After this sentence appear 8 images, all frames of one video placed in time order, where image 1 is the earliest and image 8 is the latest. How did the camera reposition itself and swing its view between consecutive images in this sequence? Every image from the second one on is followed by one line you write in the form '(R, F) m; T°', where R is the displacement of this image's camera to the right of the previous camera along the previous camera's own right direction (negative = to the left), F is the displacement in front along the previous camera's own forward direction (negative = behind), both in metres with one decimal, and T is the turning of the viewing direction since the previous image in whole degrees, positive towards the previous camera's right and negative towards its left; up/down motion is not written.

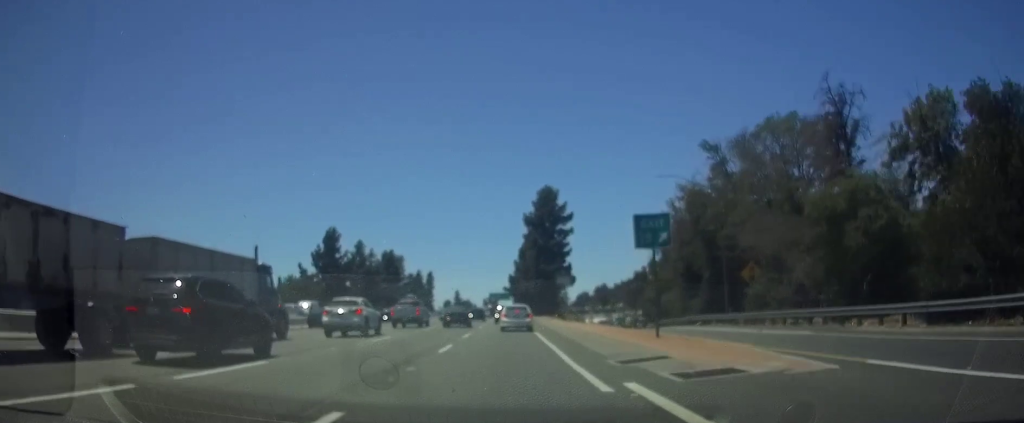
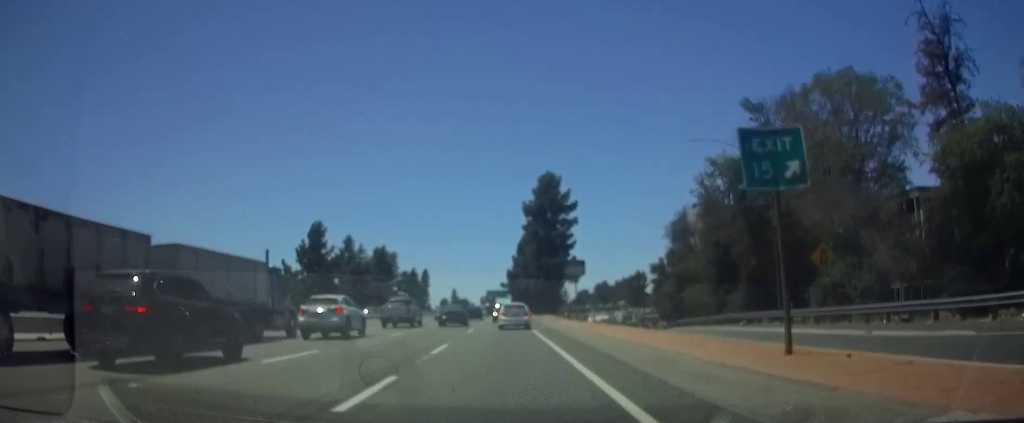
(-0.1, +10.4) m; 0°
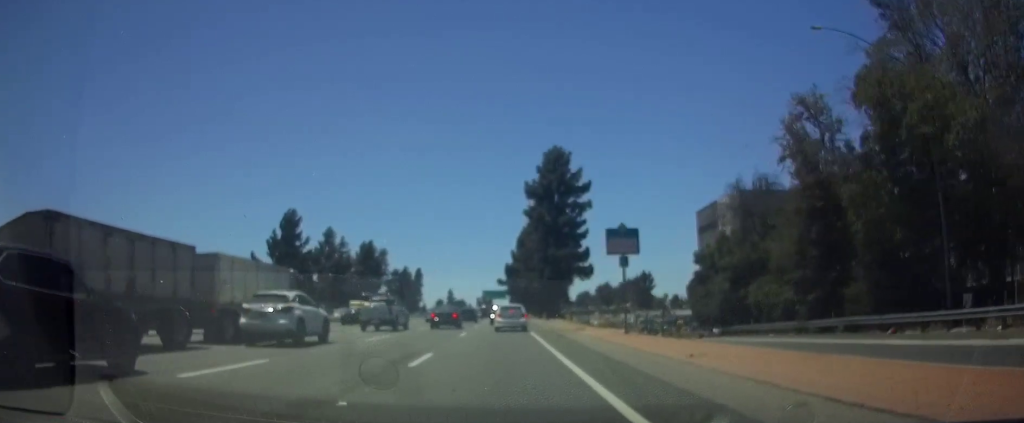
(0.0, +17.6) m; 0°
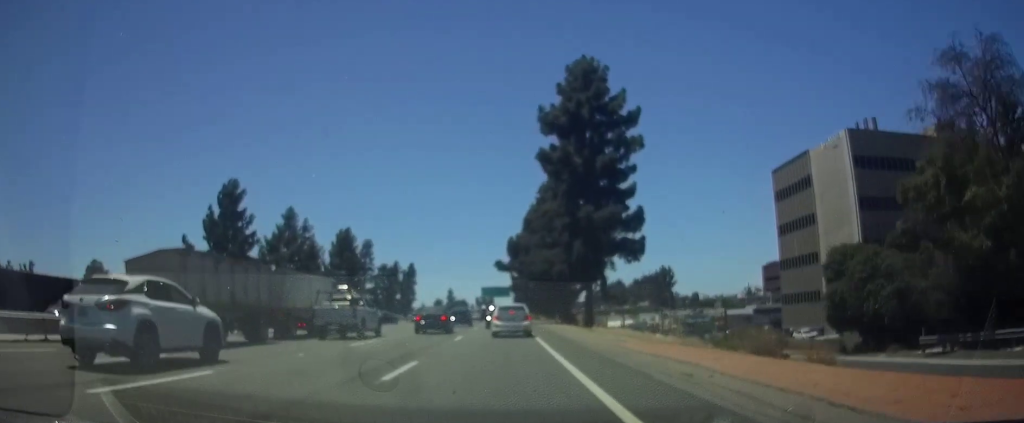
(-0.5, +29.3) m; -1°
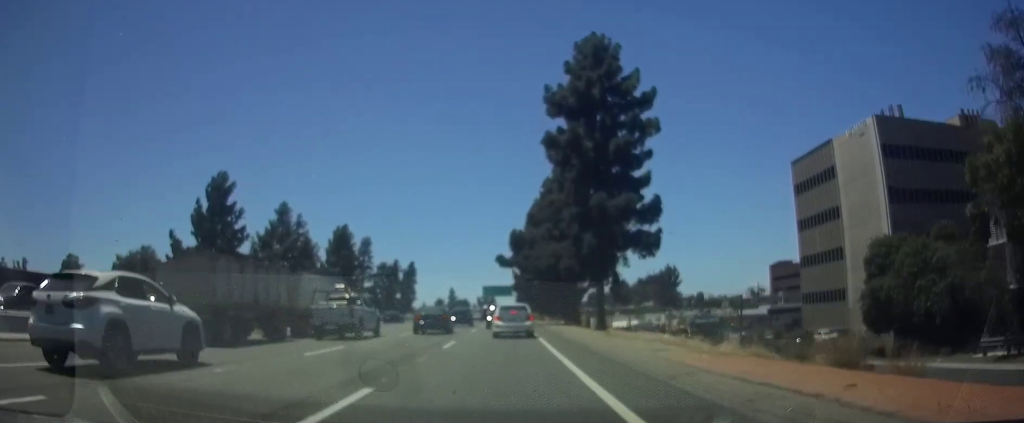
(0.0, +4.7) m; 0°
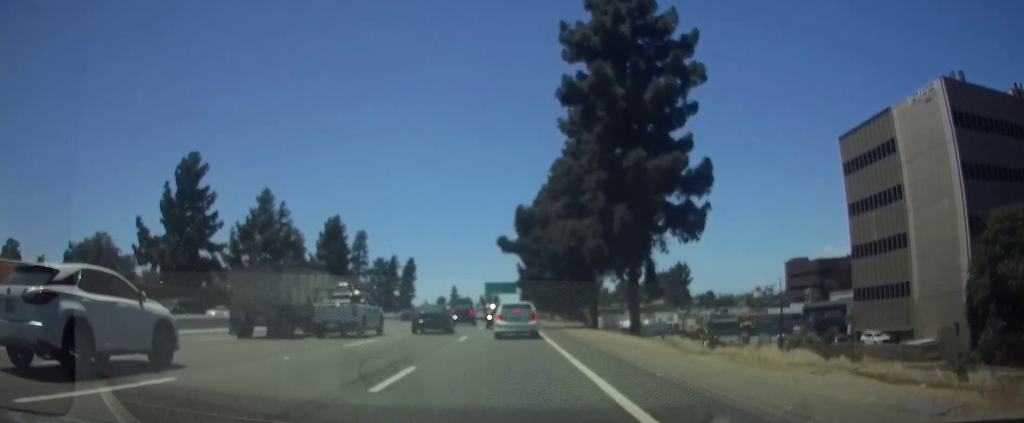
(+0.1, +10.8) m; 0°
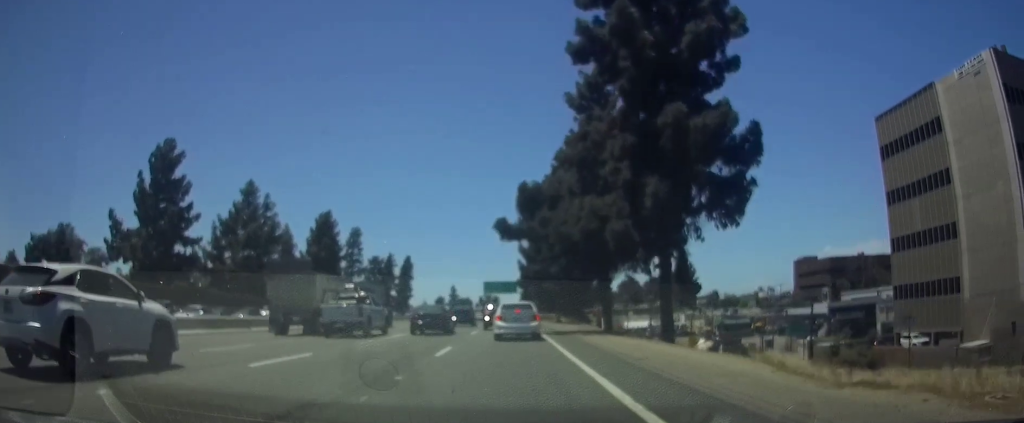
(0.0, +7.2) m; -1°
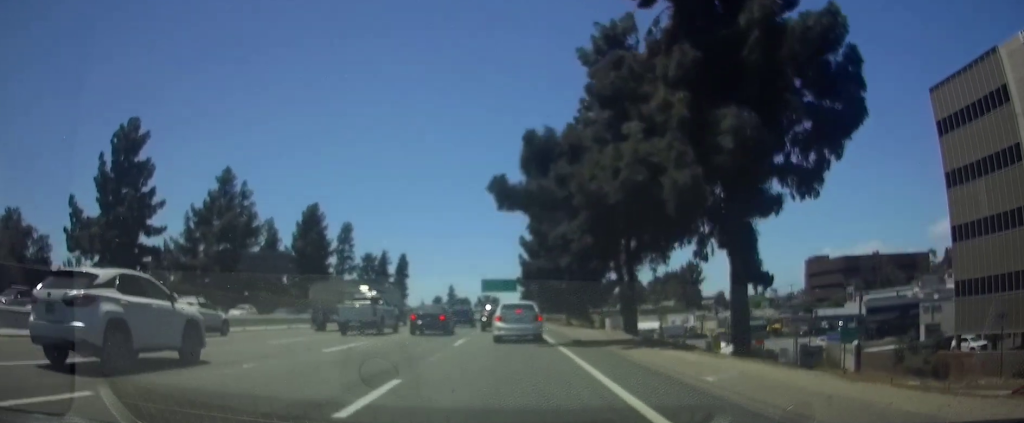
(-0.2, +9.1) m; 0°
